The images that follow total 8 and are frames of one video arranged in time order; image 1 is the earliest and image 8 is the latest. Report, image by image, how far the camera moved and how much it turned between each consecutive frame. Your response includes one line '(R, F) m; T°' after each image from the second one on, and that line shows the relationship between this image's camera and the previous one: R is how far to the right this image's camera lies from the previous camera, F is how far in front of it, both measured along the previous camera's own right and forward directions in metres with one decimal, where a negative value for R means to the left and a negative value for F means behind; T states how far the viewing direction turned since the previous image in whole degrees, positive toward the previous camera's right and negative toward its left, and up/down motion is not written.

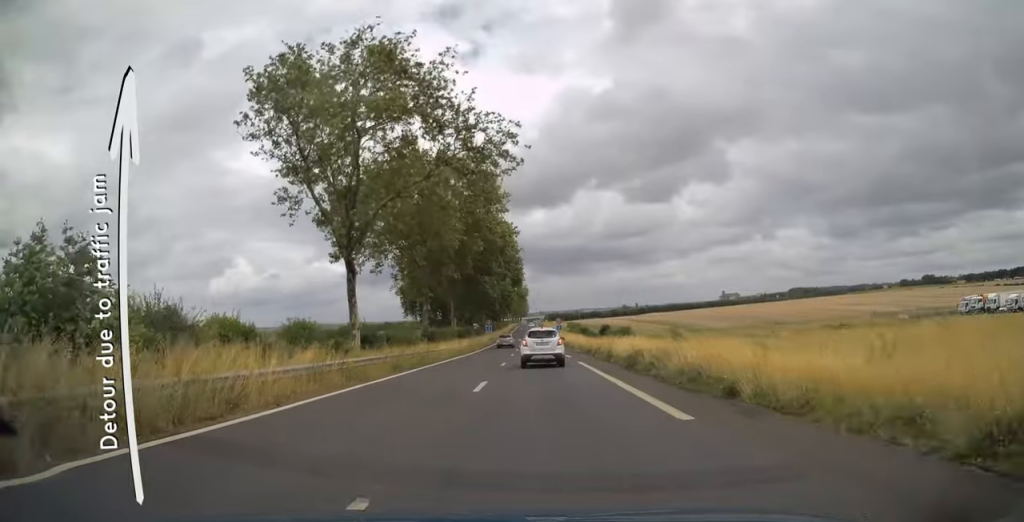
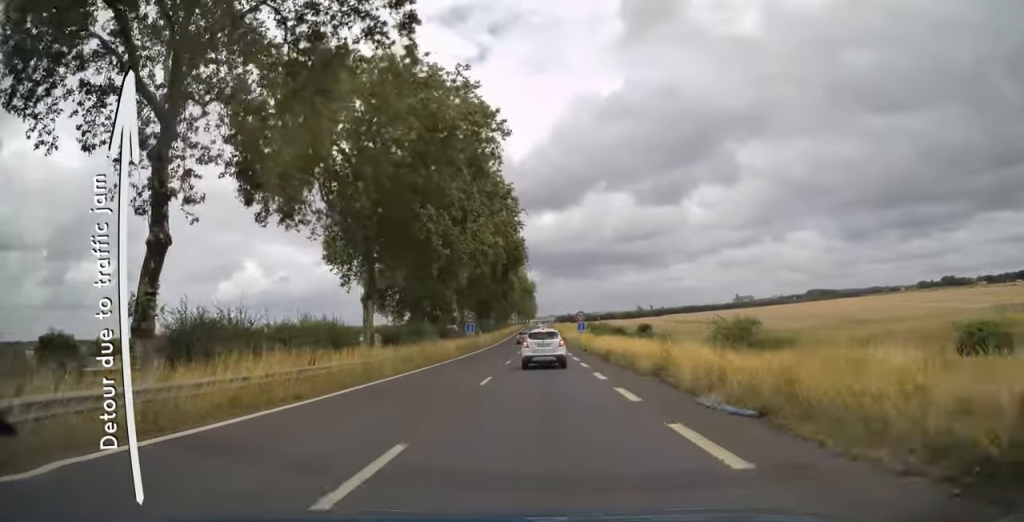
(-0.4, +37.3) m; -3°
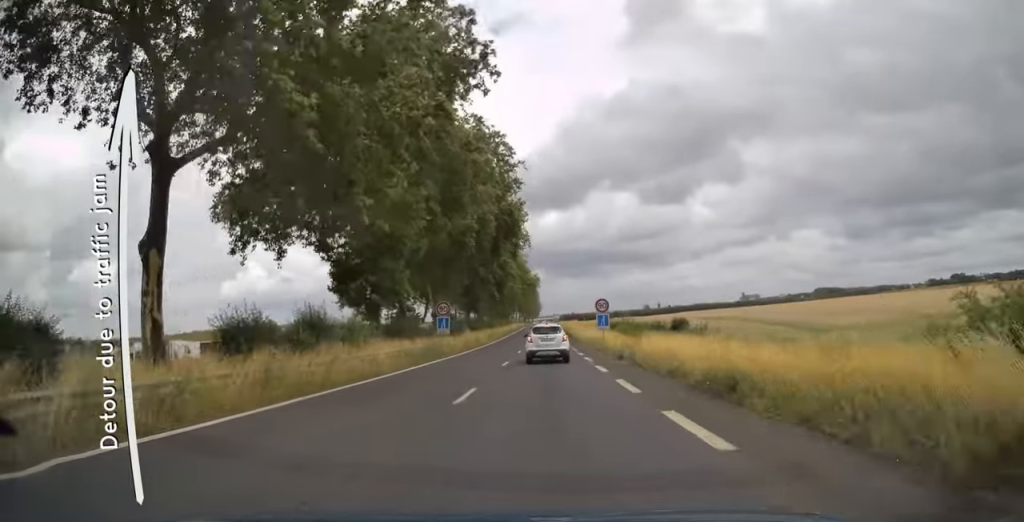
(-0.4, +19.5) m; 0°
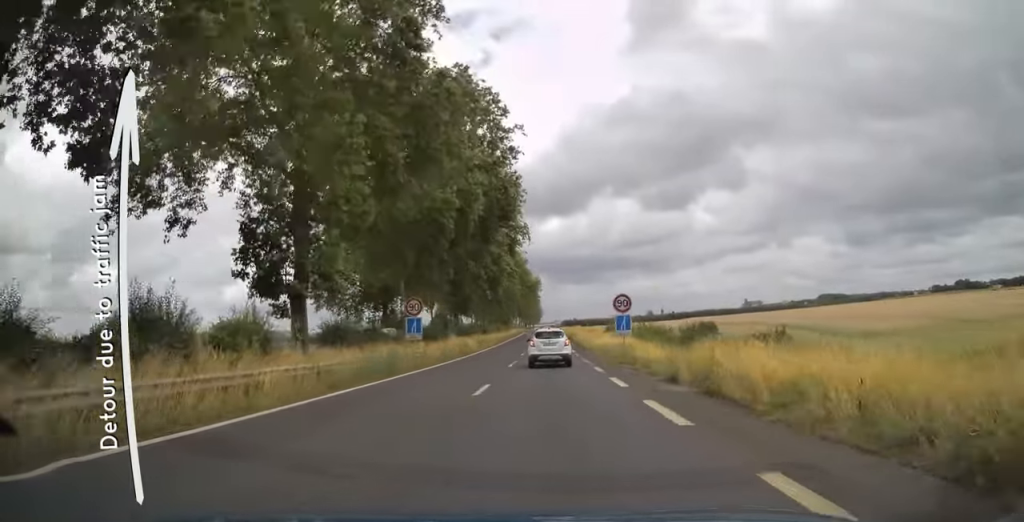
(-0.1, +10.9) m; 0°
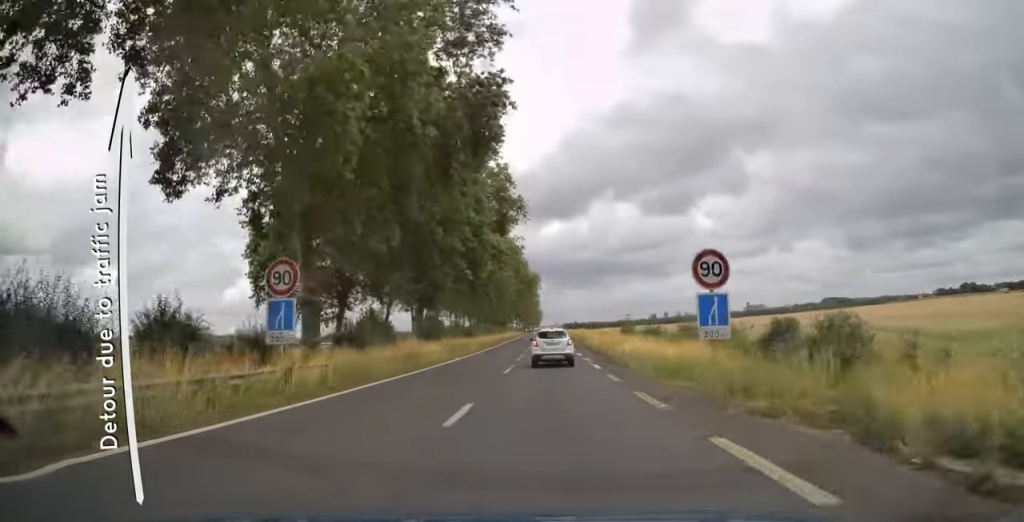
(+0.2, +18.1) m; 0°
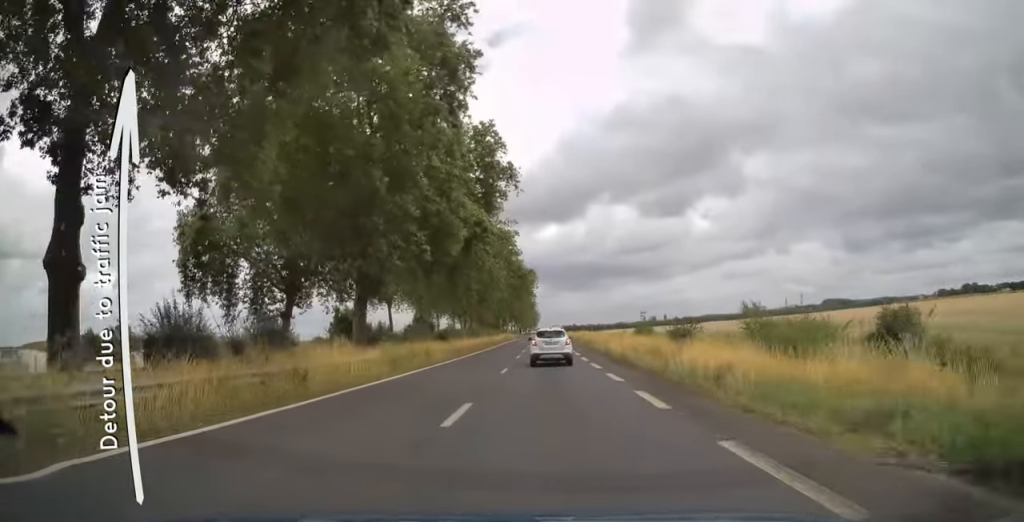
(0.0, +13.4) m; 0°
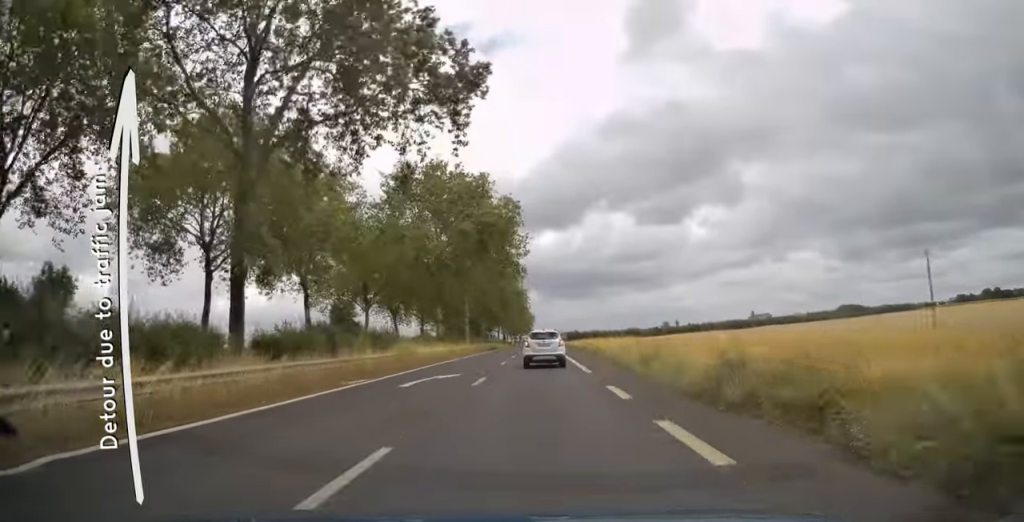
(+0.7, +70.9) m; +1°
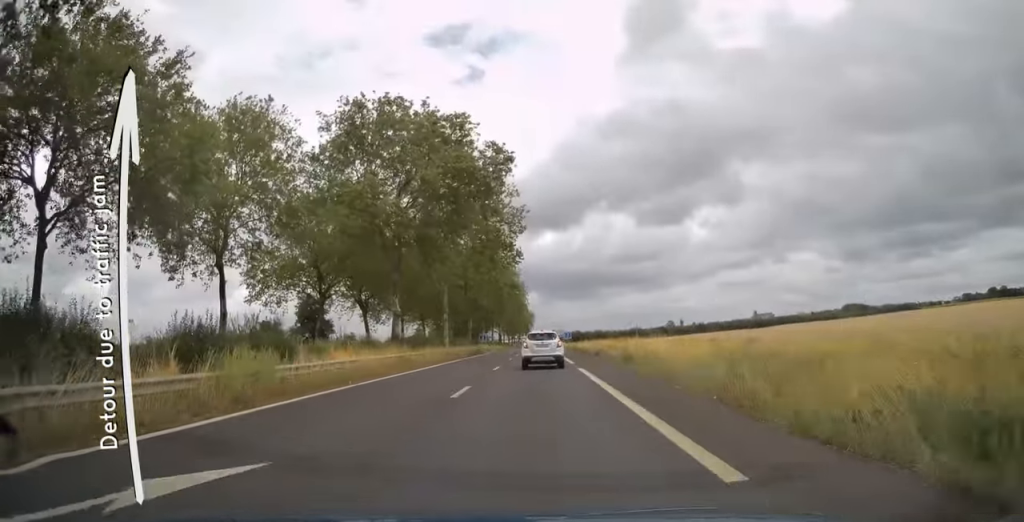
(-0.2, +16.8) m; 0°
